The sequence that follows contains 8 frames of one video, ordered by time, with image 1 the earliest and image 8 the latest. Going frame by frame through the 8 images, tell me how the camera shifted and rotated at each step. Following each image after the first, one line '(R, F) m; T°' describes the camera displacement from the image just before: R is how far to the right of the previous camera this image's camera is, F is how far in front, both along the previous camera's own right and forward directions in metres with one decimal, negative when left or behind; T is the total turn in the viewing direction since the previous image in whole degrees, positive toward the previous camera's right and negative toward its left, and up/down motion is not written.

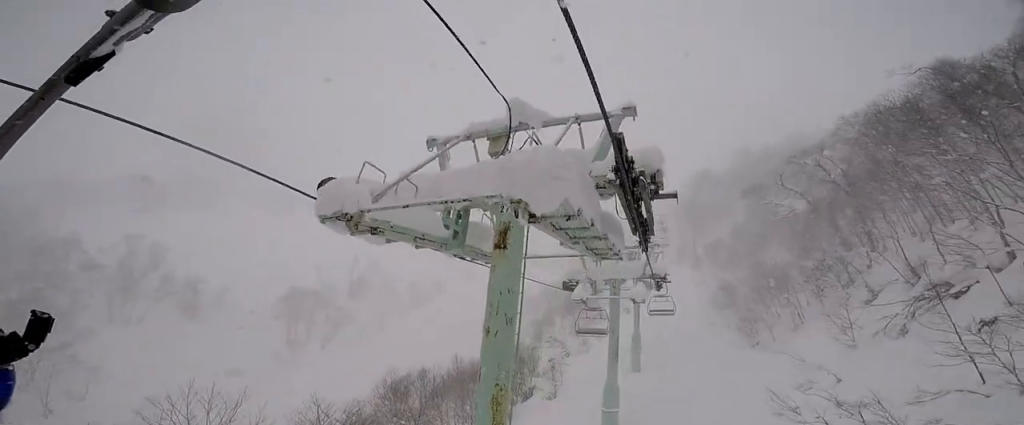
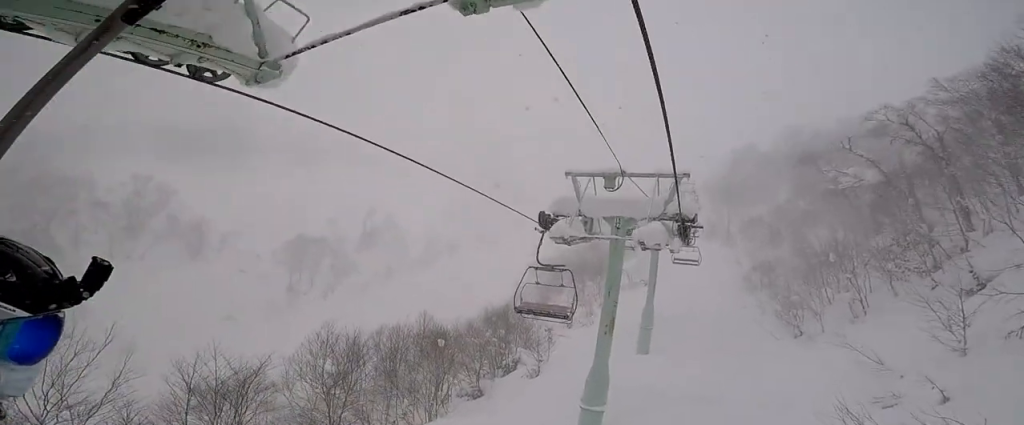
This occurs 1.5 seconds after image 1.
(+0.2, +6.1) m; 0°
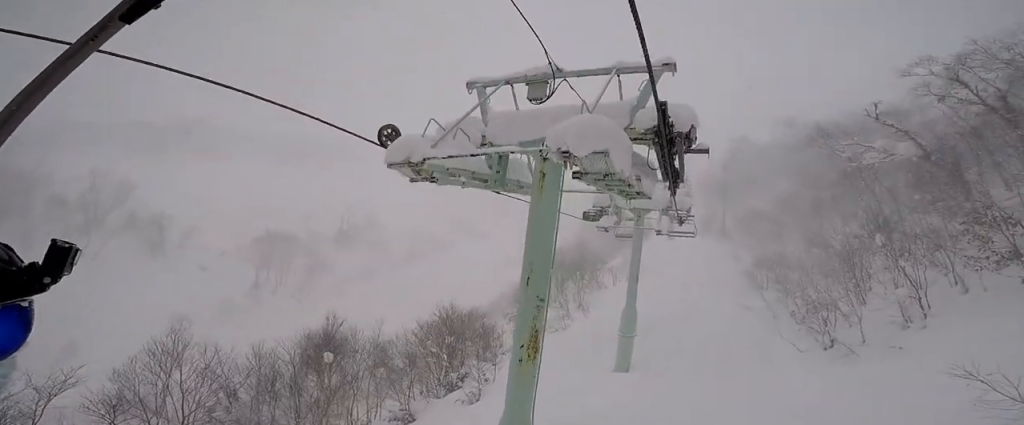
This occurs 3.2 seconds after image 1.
(+0.6, +6.8) m; +7°
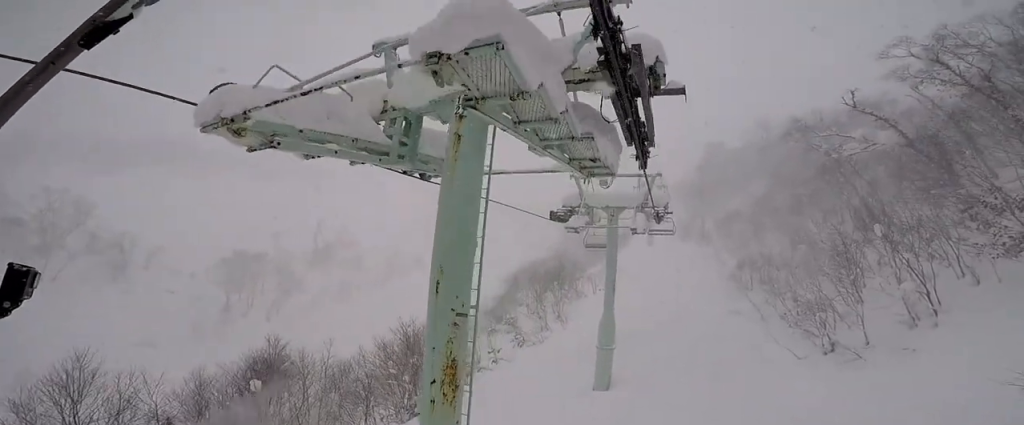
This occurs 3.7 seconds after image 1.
(+0.1, +2.3) m; -5°
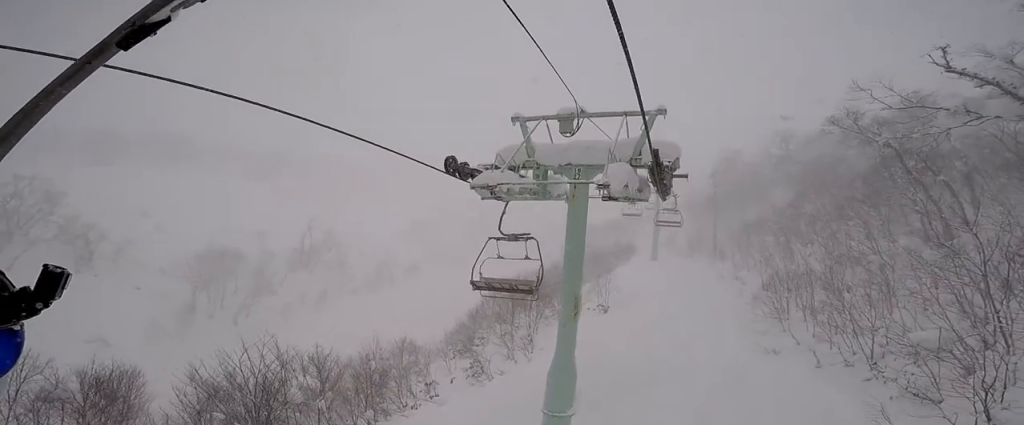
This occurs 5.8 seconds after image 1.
(-0.2, +8.3) m; -2°
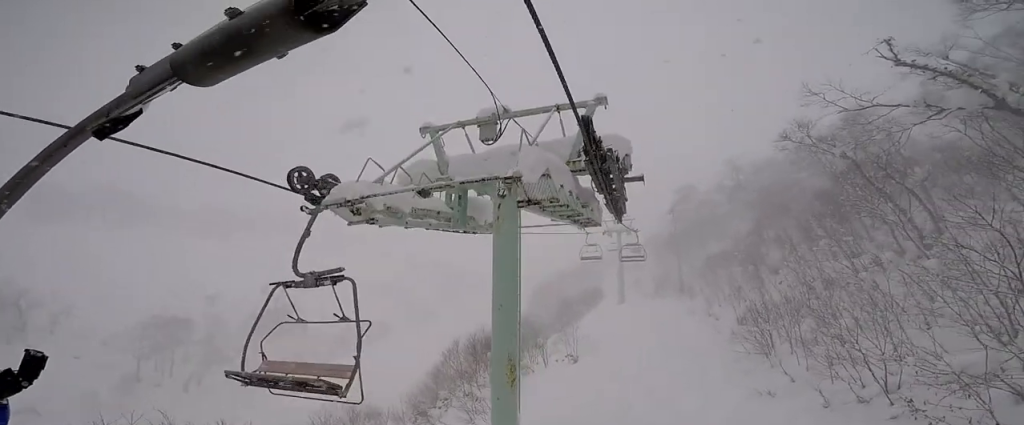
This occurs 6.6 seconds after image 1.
(-0.4, +2.7) m; 0°
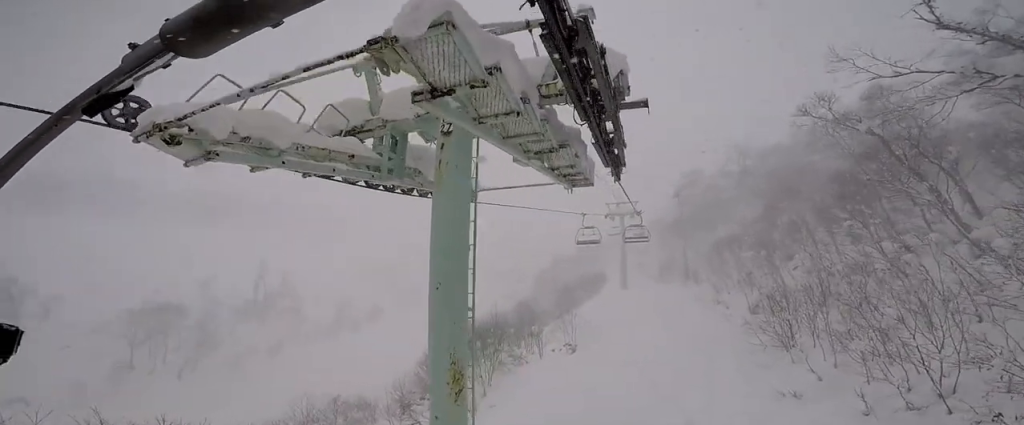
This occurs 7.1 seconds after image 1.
(-0.1, +2.1) m; 0°
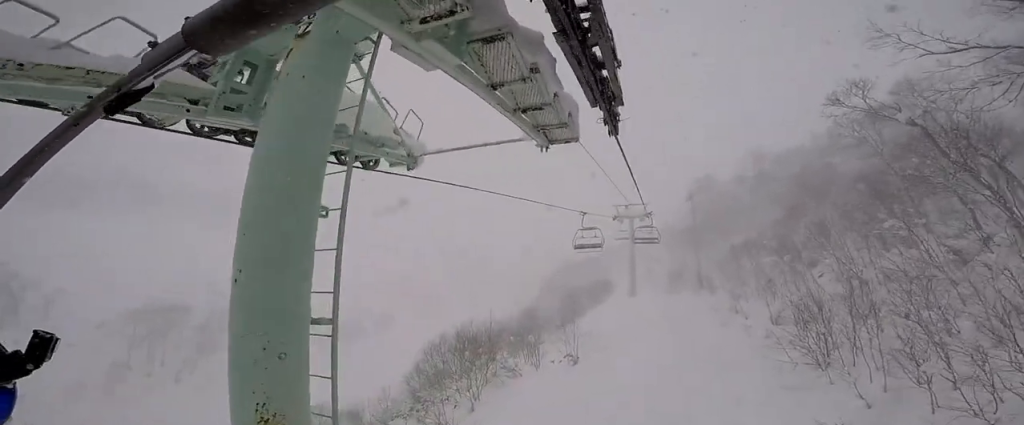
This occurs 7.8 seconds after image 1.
(+0.4, +2.4) m; 0°
